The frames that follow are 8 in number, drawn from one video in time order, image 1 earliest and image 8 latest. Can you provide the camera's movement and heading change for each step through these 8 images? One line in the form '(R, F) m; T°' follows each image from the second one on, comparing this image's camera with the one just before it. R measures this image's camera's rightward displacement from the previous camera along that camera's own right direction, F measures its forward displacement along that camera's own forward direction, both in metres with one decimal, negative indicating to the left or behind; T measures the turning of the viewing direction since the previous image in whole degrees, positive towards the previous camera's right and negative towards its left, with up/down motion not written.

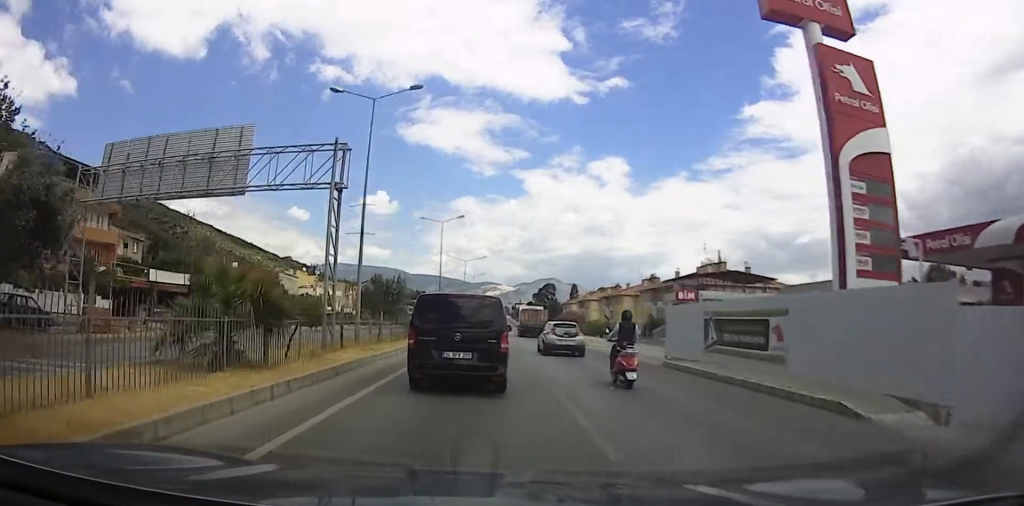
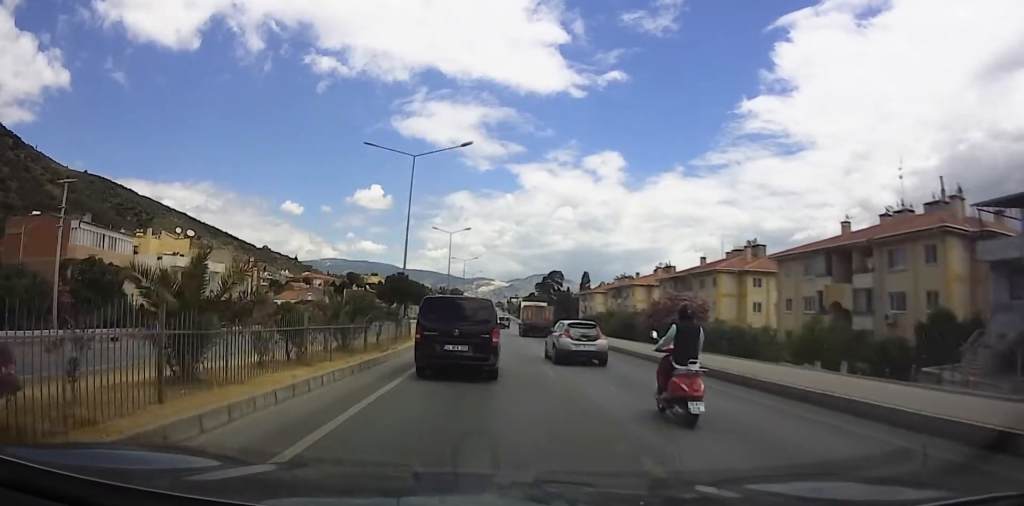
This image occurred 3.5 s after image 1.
(+0.7, +51.9) m; -1°
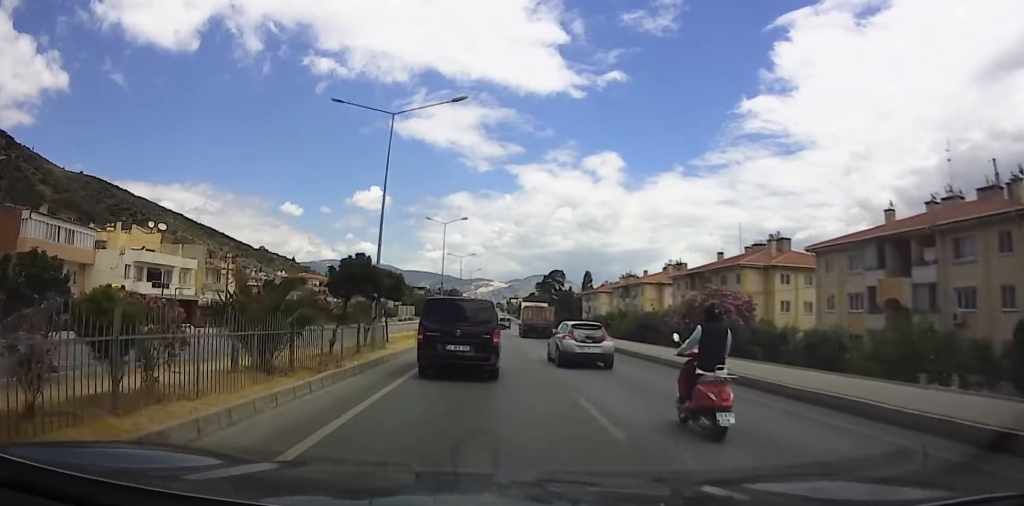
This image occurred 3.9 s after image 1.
(0.0, +6.9) m; 0°
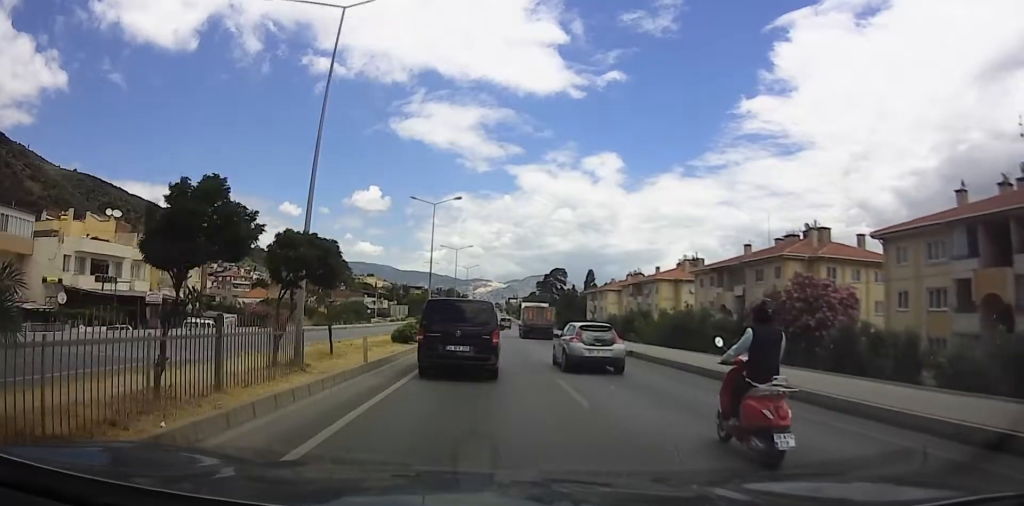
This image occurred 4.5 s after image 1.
(0.0, +9.2) m; 0°
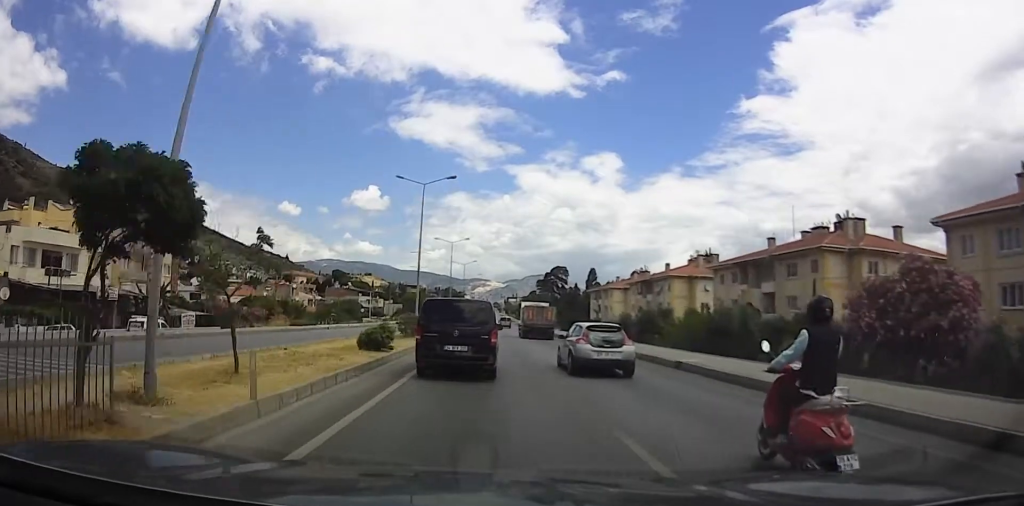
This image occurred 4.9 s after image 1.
(0.0, +6.7) m; 0°
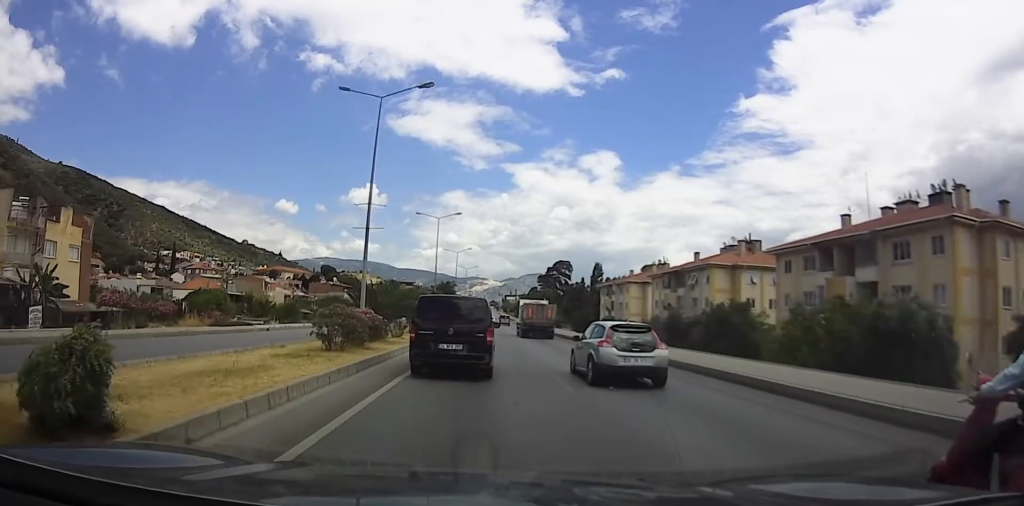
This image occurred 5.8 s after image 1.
(0.0, +15.5) m; 0°
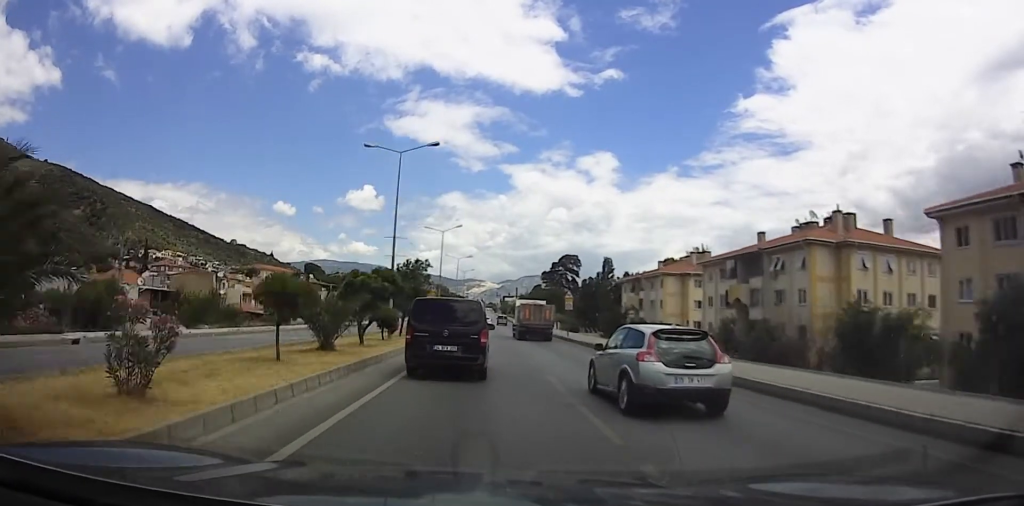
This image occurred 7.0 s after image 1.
(+0.1, +22.5) m; +2°
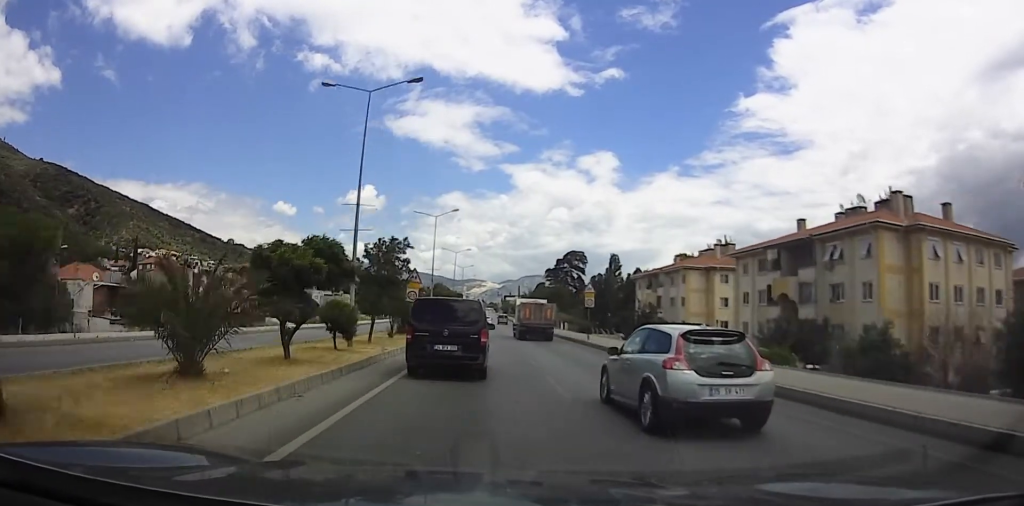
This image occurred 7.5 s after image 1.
(-0.1, +9.0) m; +1°
